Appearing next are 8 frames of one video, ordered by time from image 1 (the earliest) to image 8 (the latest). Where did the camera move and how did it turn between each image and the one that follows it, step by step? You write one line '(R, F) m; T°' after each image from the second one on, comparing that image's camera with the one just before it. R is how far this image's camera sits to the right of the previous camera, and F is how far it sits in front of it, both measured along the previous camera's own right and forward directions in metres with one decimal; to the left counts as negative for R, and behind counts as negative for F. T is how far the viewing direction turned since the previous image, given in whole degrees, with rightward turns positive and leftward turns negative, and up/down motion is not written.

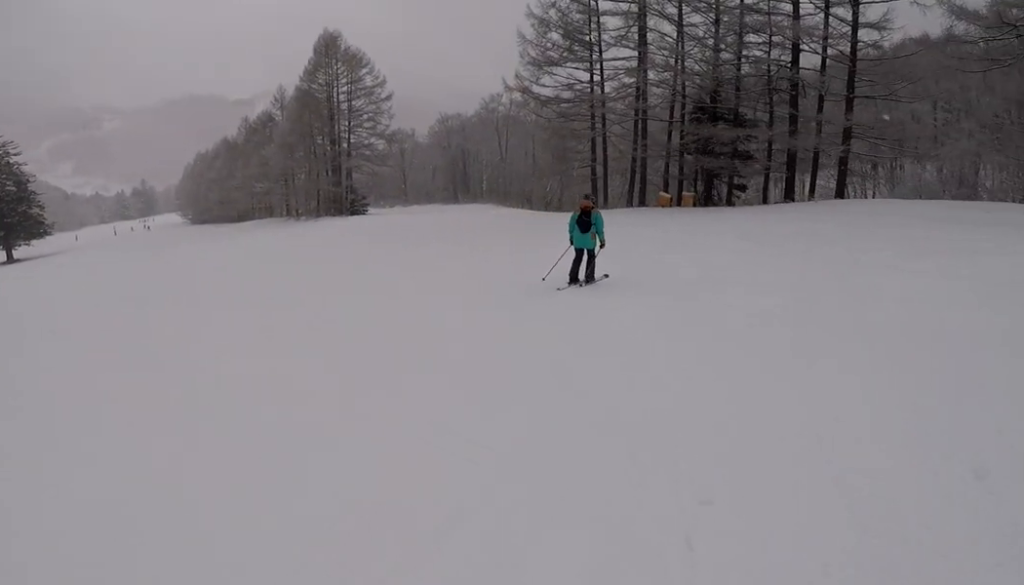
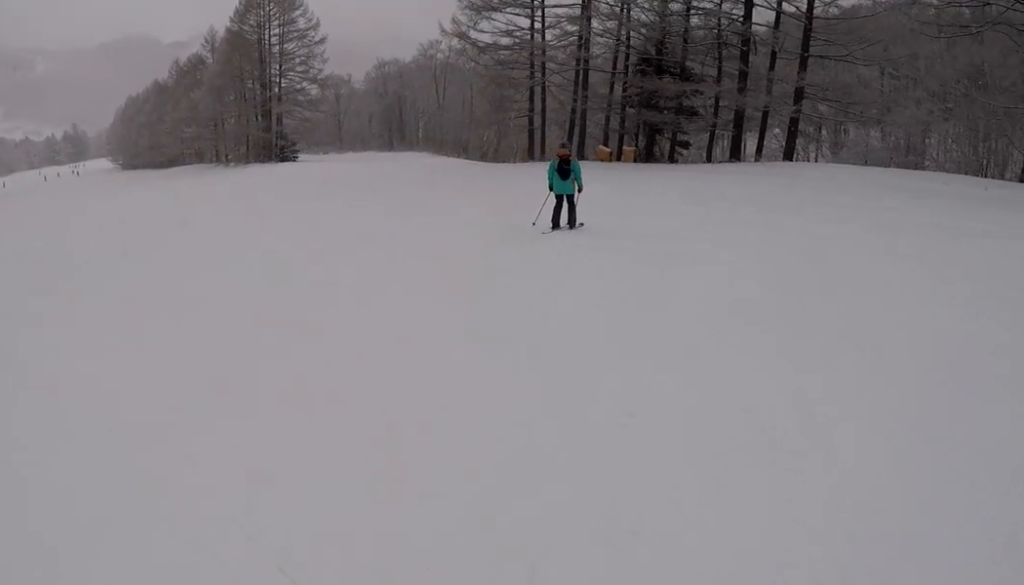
(+0.5, +1.7) m; +11°
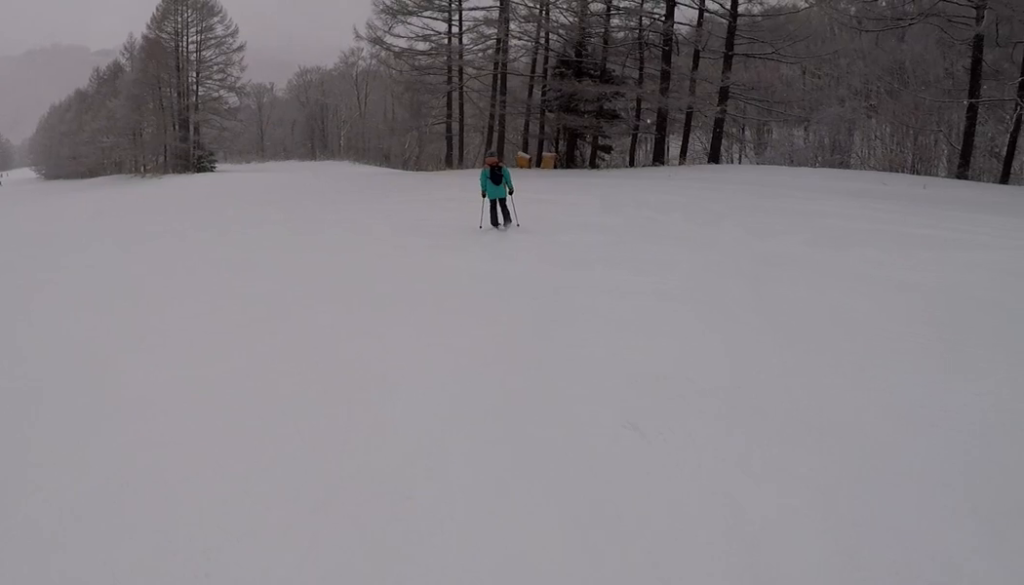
(+0.5, +1.9) m; +10°
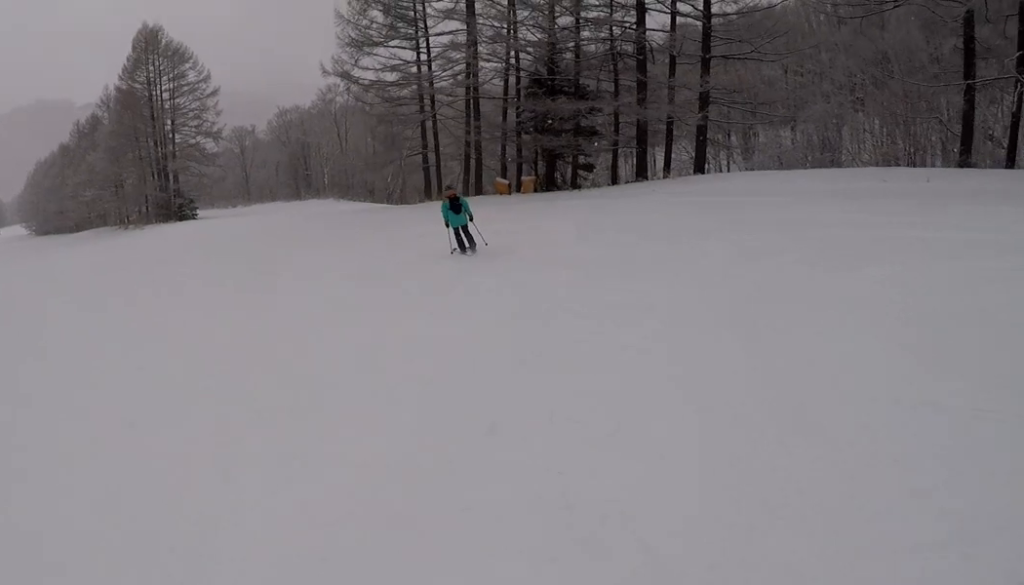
(+0.1, +2.0) m; -1°
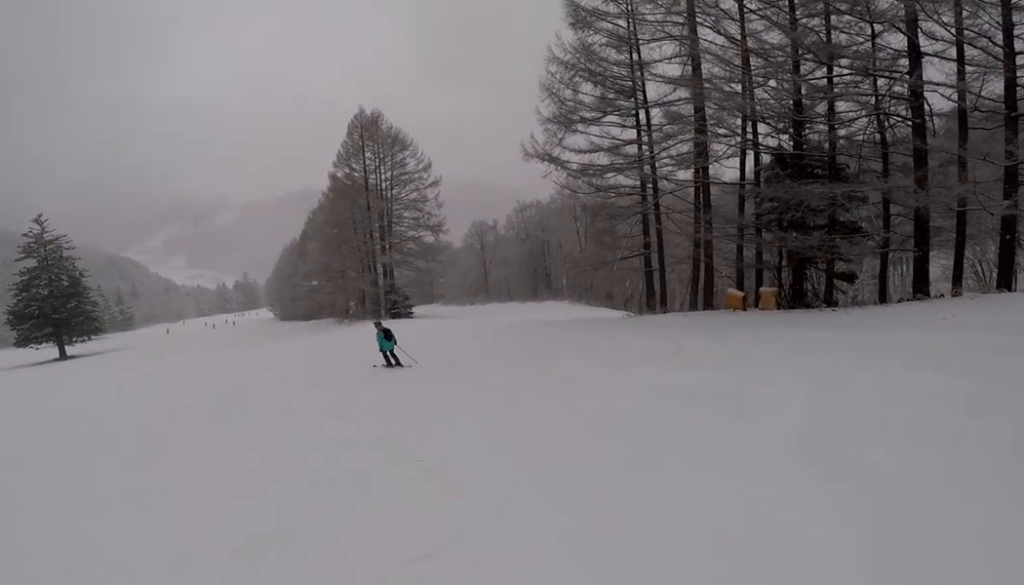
(-2.7, +9.3) m; -38°
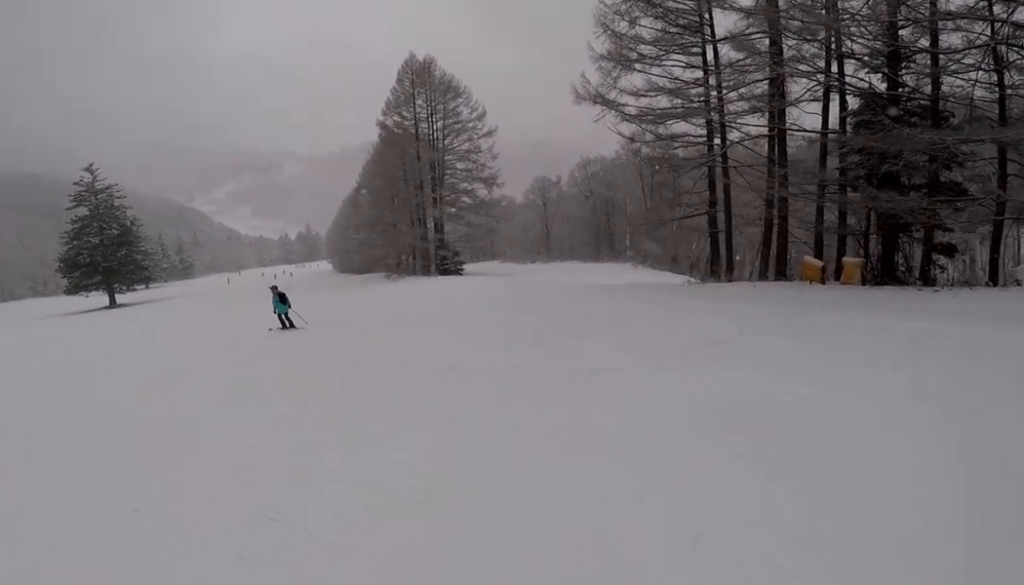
(-0.6, +4.0) m; -14°
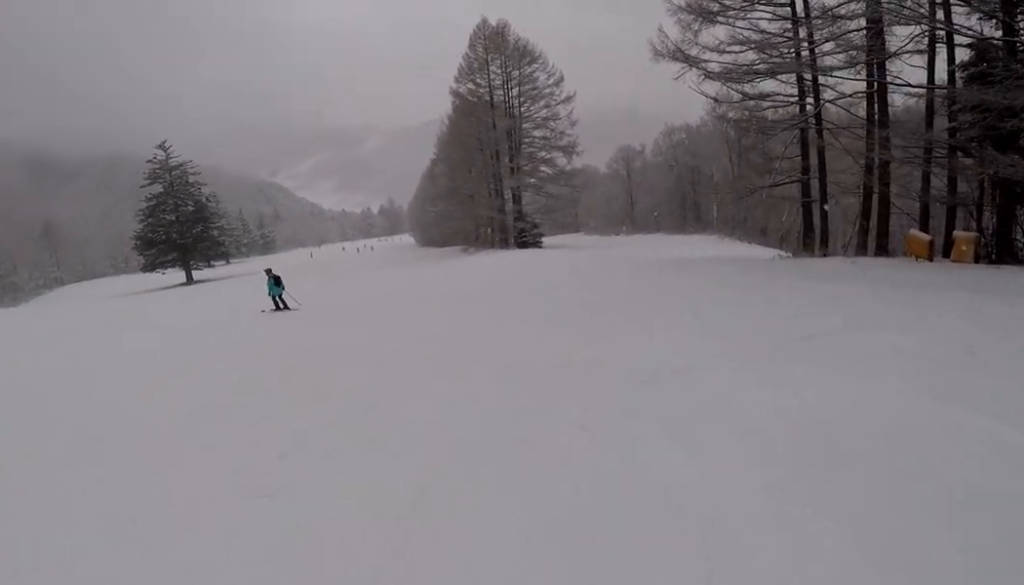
(+0.1, +2.2) m; -7°
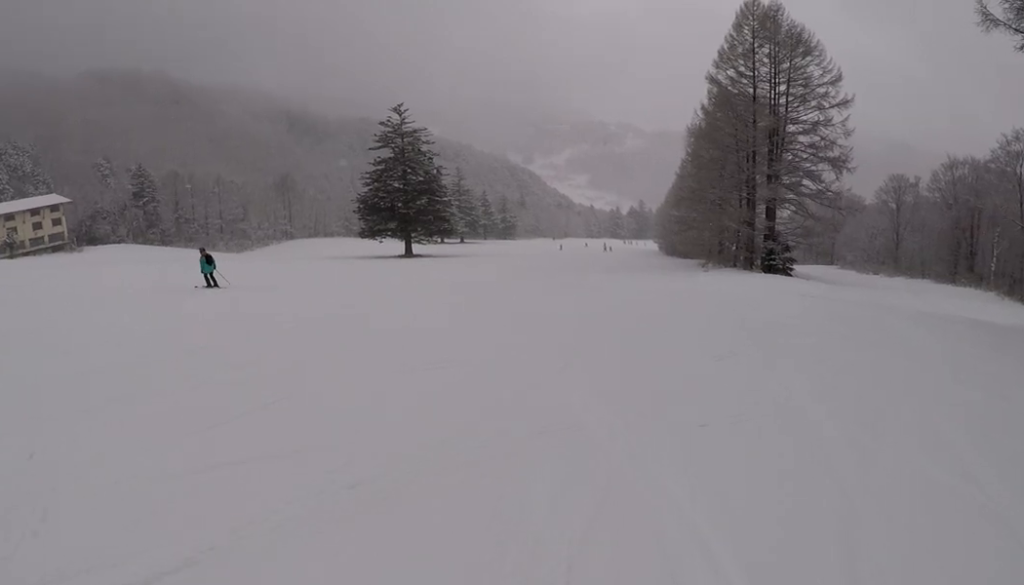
(-2.1, +8.3) m; -25°
